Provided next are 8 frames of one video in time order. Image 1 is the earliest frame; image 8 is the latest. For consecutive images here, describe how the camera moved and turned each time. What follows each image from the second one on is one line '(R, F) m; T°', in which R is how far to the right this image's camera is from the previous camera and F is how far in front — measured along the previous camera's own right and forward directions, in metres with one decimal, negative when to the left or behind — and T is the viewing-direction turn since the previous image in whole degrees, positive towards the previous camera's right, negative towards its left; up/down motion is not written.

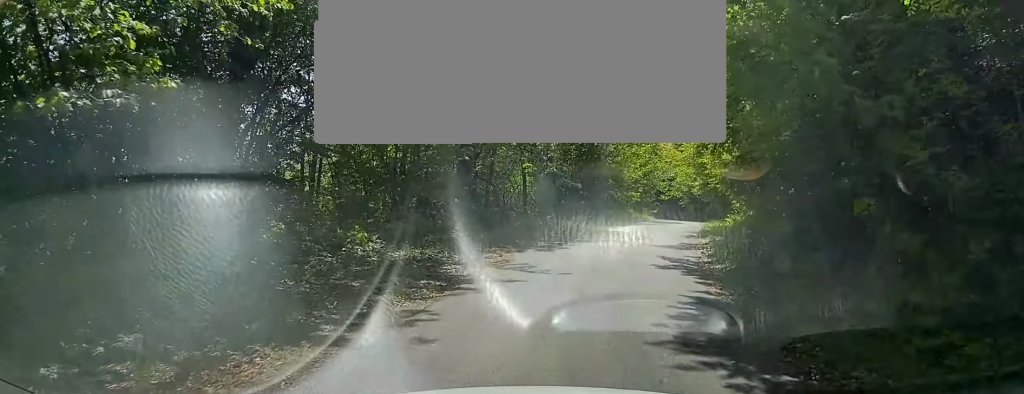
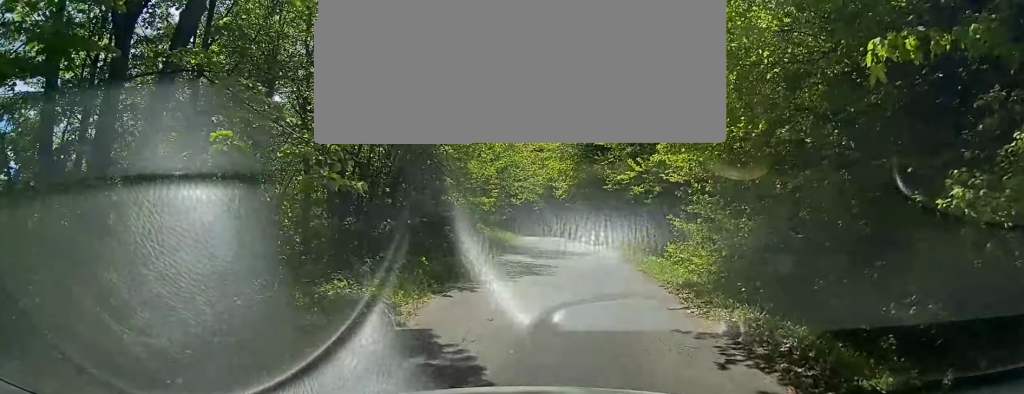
(+0.4, +11.7) m; +10°
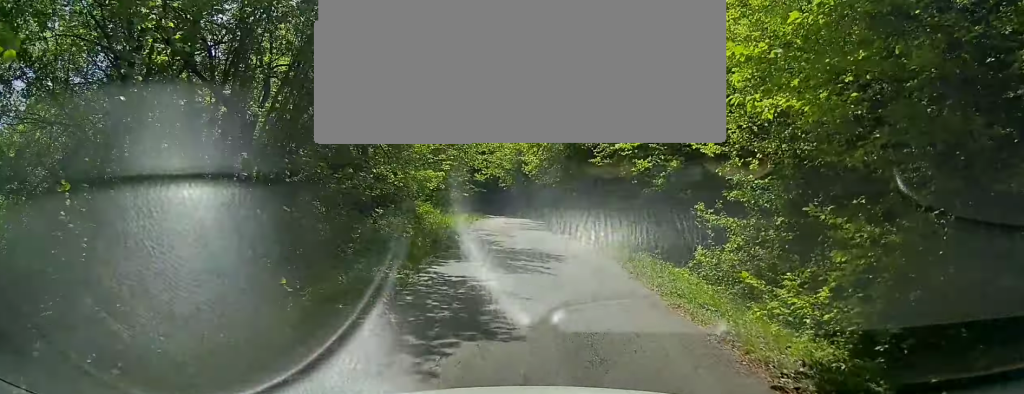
(+0.6, +5.4) m; +6°
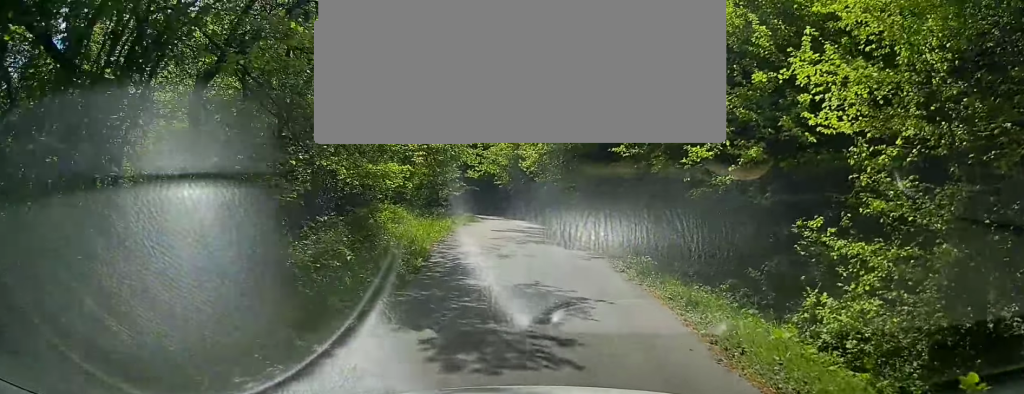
(+0.1, +4.2) m; +1°
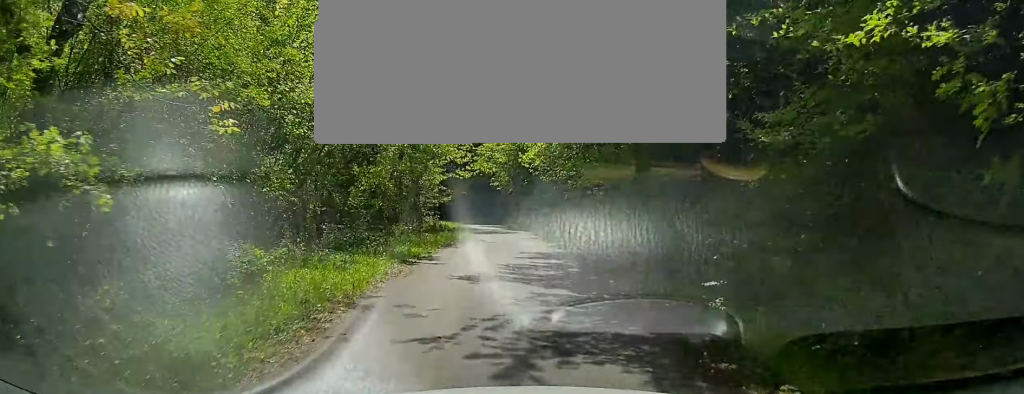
(+0.1, +8.3) m; +1°
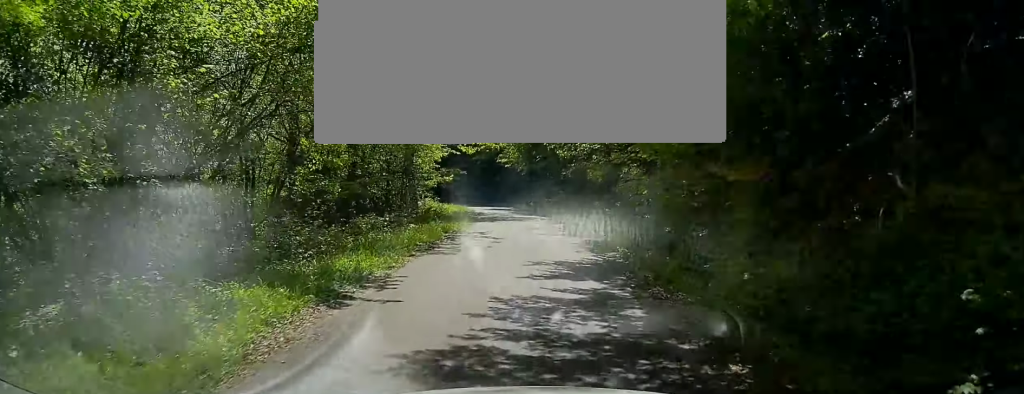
(0.0, +4.2) m; 0°
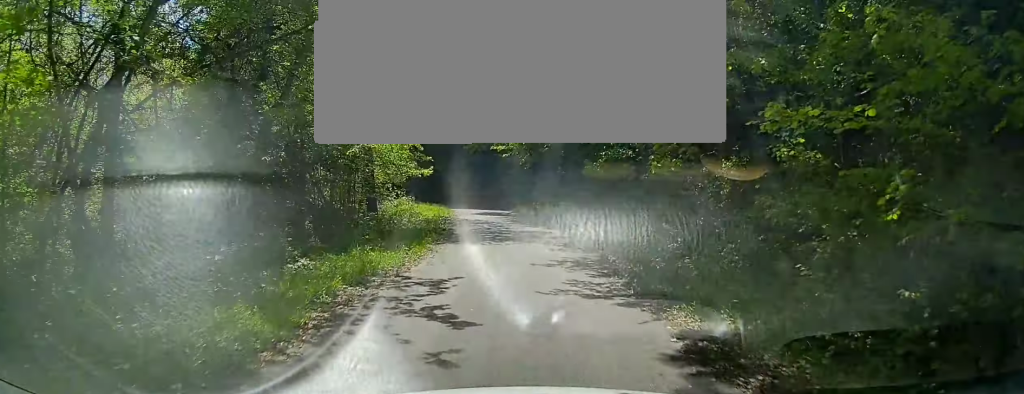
(0.0, +7.1) m; 0°
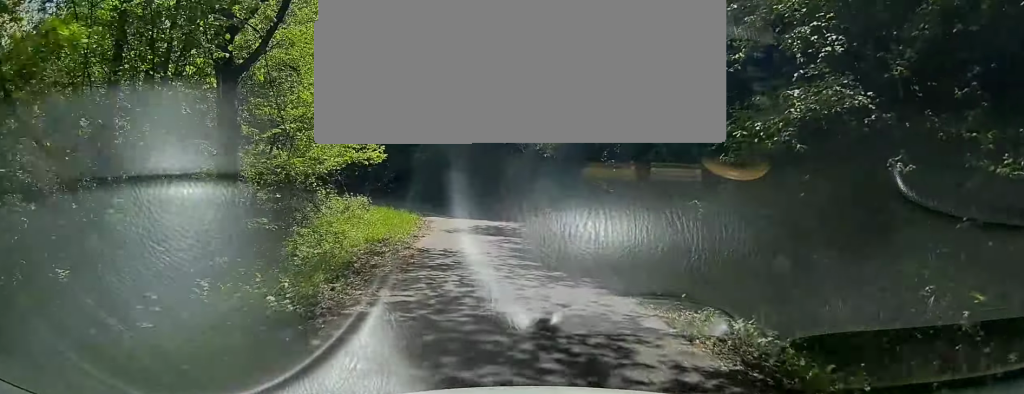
(0.0, +9.6) m; -3°
